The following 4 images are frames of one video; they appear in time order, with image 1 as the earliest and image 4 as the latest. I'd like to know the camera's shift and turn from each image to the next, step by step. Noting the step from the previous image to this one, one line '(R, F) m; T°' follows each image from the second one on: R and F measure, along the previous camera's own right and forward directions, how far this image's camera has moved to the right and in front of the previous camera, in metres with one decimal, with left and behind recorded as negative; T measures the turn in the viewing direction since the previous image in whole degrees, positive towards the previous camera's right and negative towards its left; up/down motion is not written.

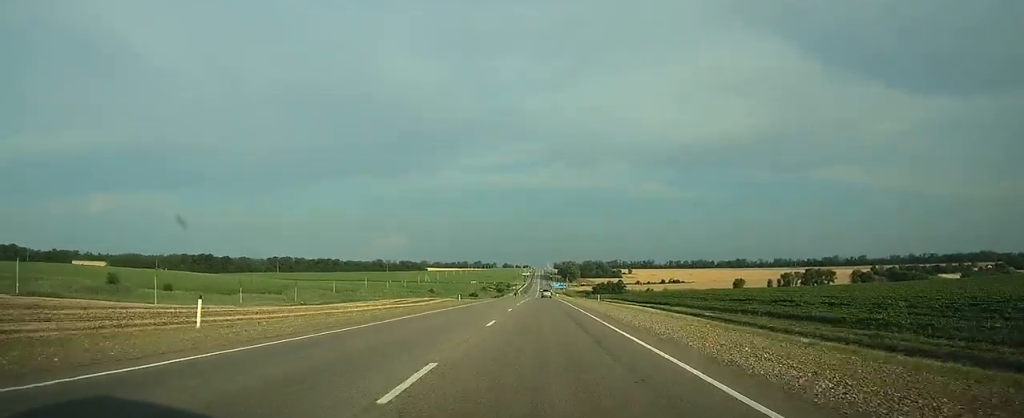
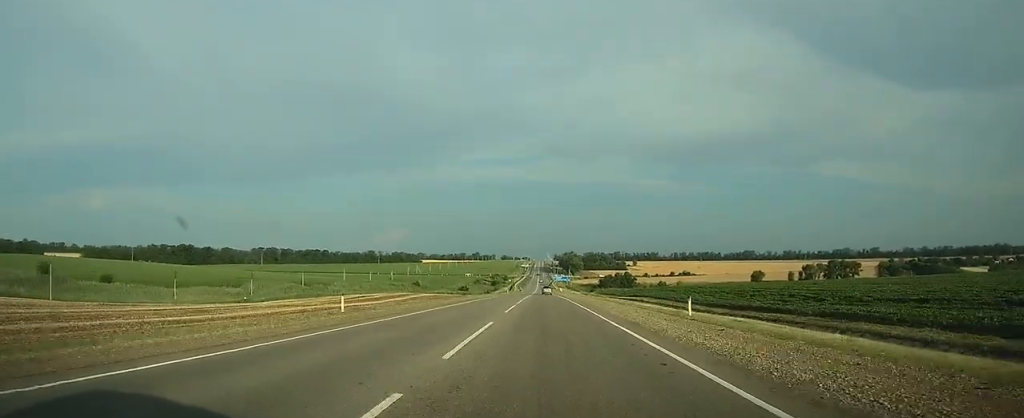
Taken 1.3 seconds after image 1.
(0.0, +38.8) m; 0°
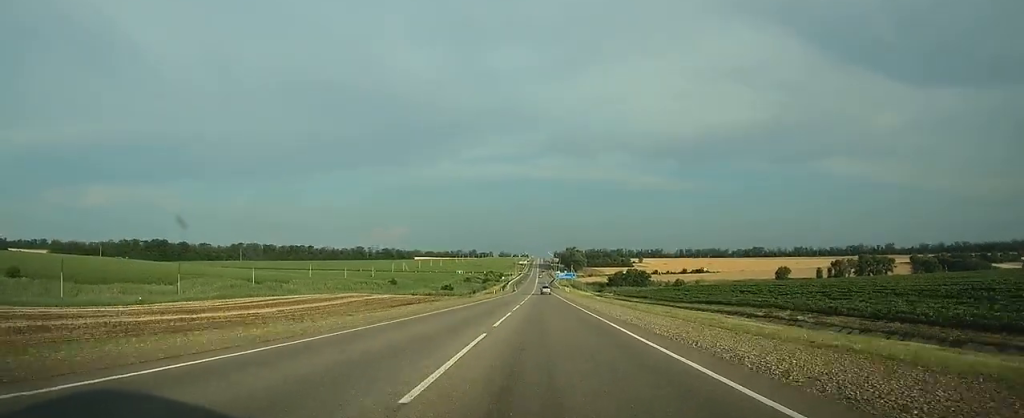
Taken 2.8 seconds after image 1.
(-0.1, +44.5) m; 0°
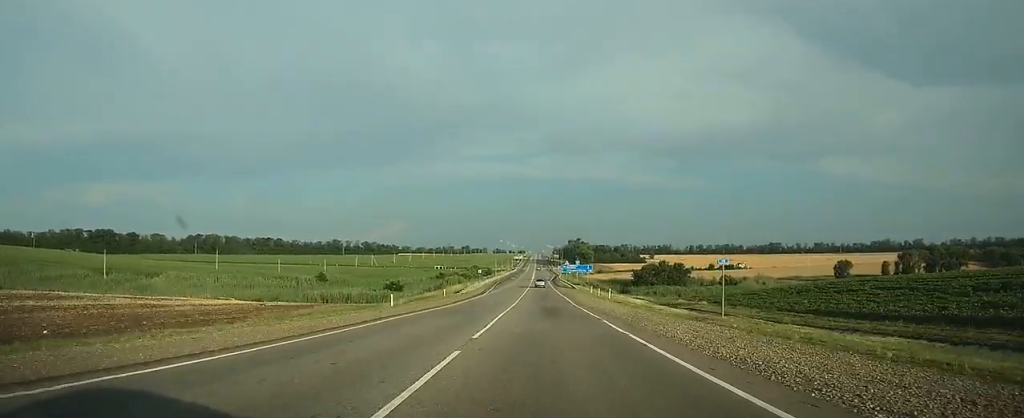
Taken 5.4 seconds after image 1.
(+0.2, +77.4) m; 0°
